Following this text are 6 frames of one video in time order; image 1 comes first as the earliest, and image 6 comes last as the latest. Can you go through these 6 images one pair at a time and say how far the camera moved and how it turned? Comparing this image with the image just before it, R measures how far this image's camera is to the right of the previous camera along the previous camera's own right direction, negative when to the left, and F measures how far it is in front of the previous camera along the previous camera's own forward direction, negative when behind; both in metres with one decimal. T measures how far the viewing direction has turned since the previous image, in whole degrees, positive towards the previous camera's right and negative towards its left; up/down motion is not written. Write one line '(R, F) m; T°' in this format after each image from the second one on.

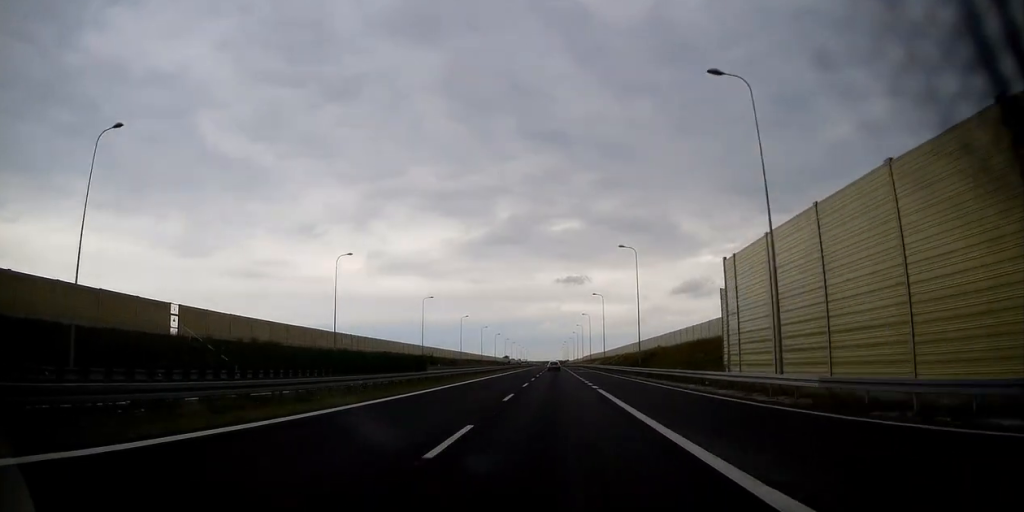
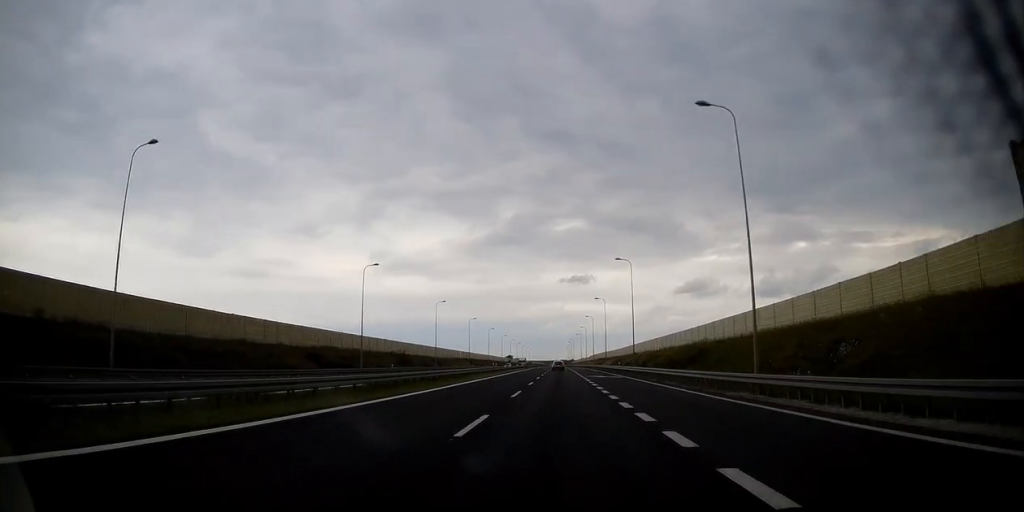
(+0.1, +33.6) m; 0°
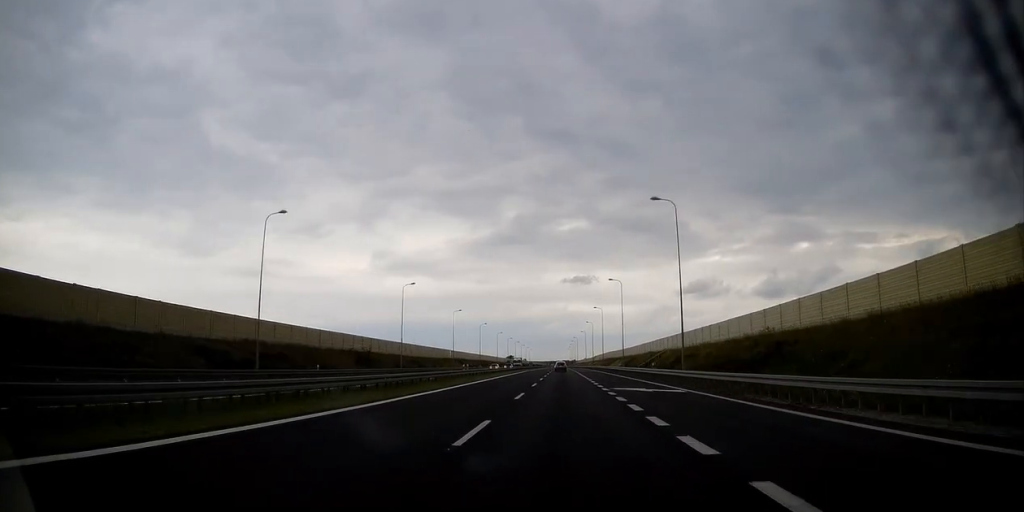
(0.0, +25.0) m; 0°
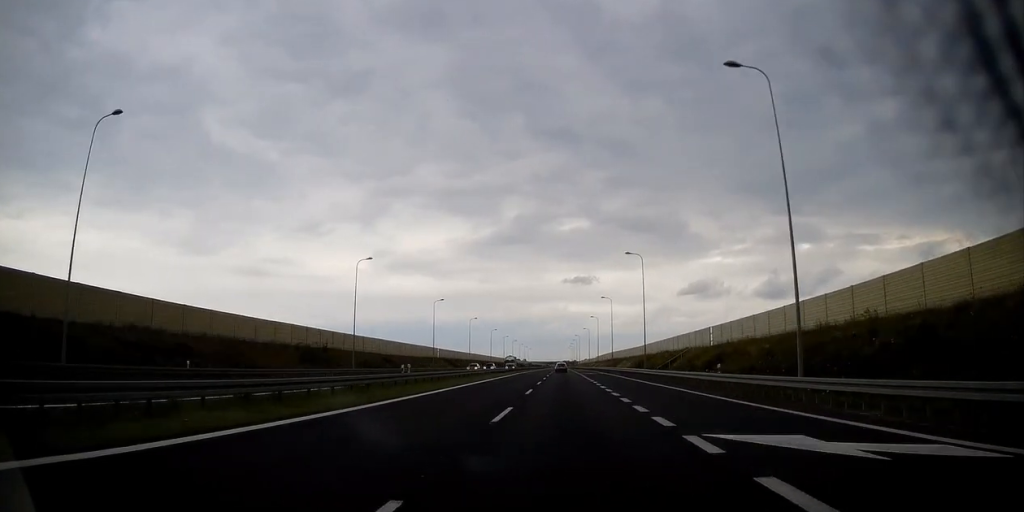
(-0.1, +20.0) m; 0°
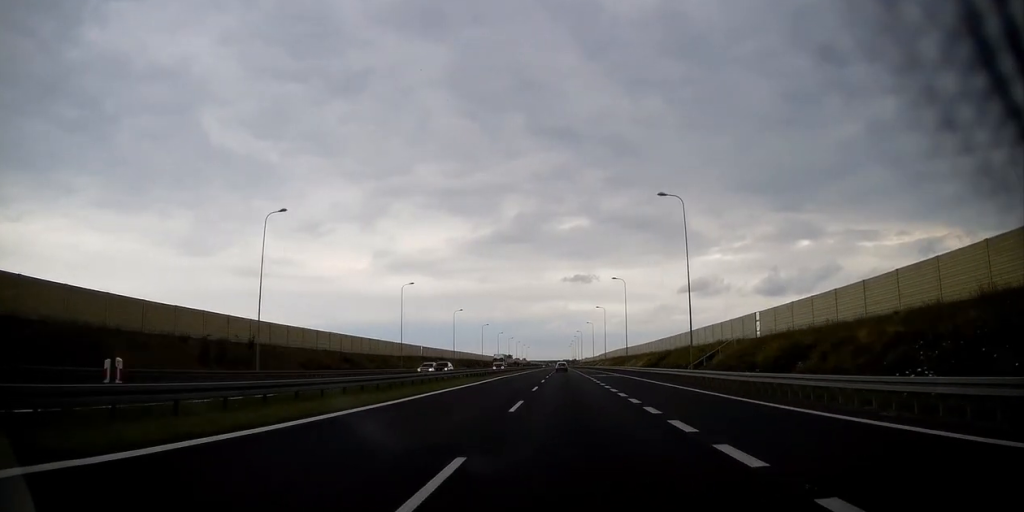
(0.0, +21.3) m; 0°
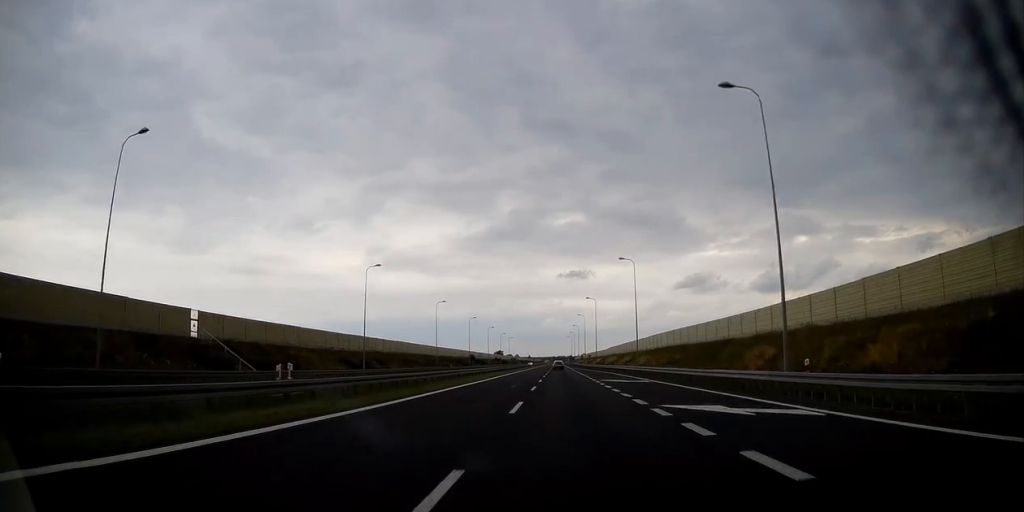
(+0.8, +96.7) m; +1°
